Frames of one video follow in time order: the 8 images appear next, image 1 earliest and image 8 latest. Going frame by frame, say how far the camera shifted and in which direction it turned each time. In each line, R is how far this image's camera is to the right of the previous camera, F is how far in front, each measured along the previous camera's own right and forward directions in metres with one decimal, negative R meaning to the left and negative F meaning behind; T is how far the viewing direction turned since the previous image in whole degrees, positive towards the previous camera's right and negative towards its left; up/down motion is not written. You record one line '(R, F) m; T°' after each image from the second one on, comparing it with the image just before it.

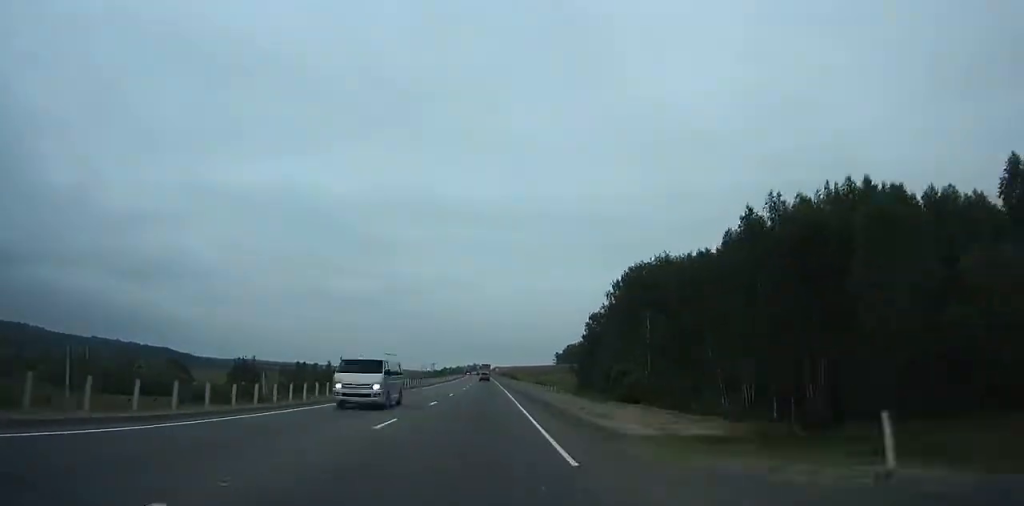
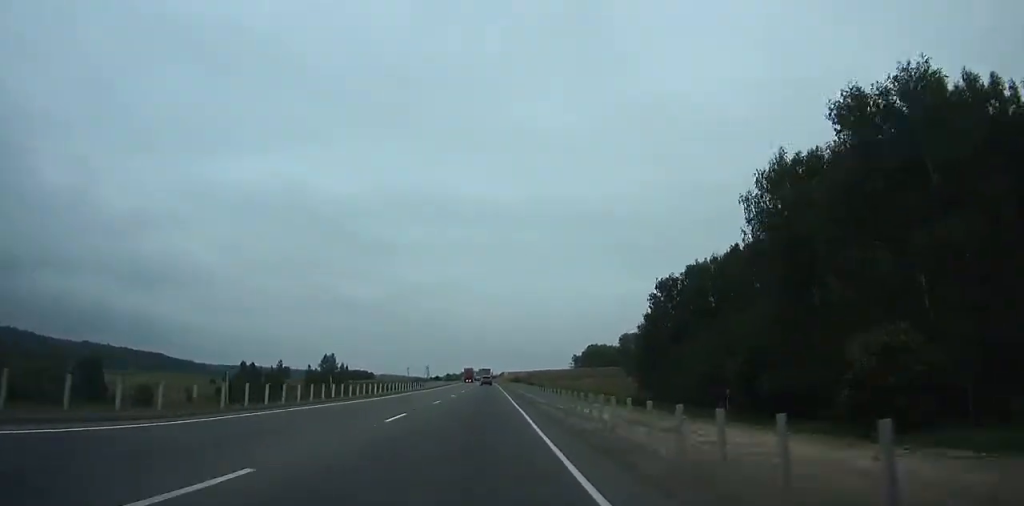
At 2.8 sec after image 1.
(-0.7, +68.9) m; -1°
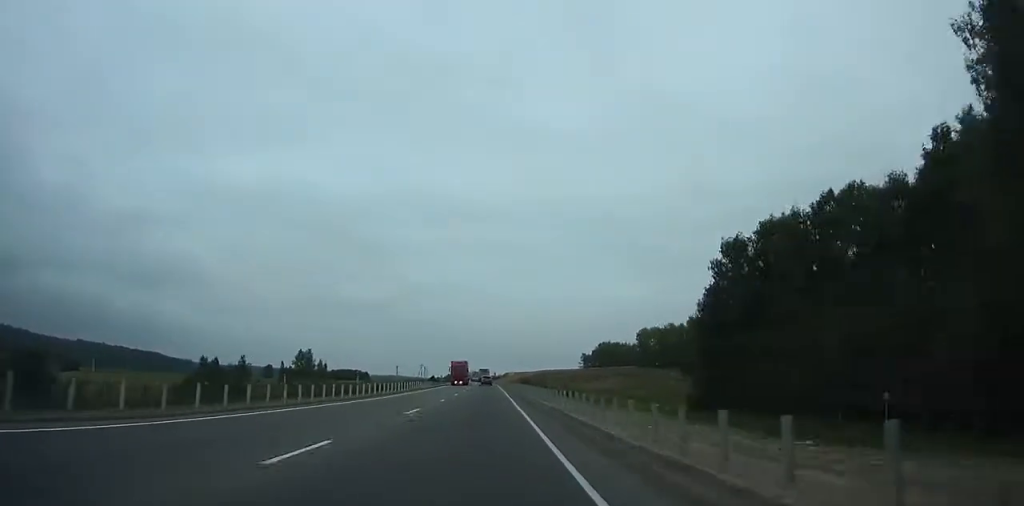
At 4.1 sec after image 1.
(-0.1, +31.9) m; 0°
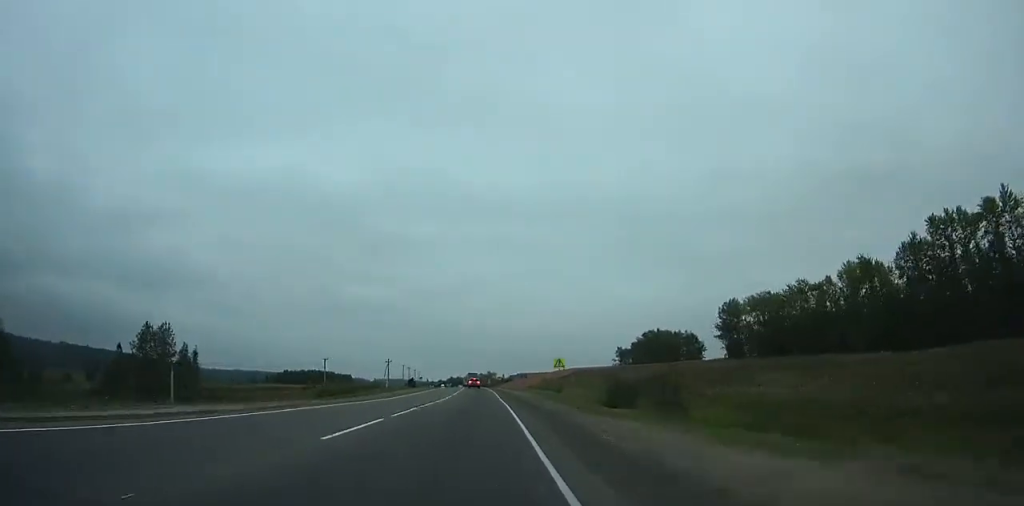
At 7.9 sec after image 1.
(-0.6, +91.0) m; -1°
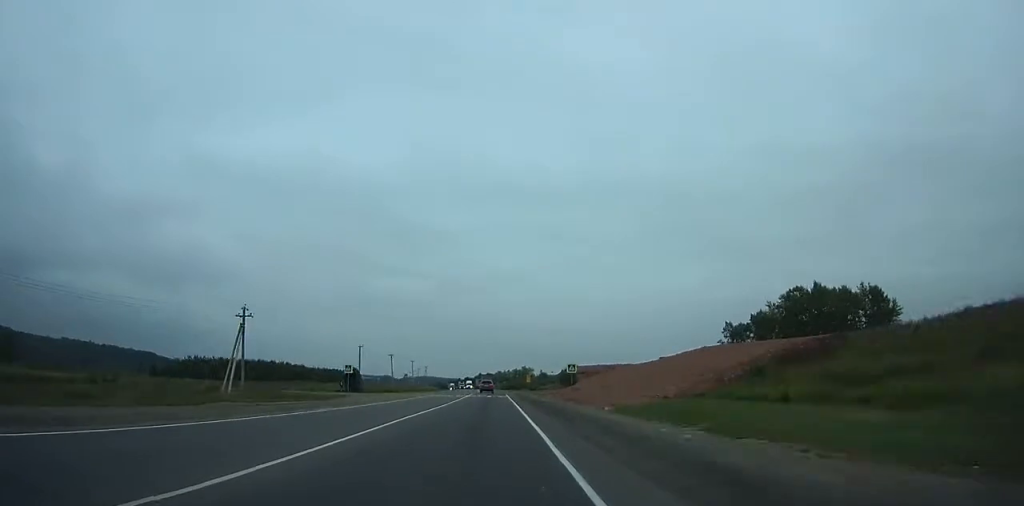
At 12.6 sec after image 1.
(-2.1, +108.8) m; -2°
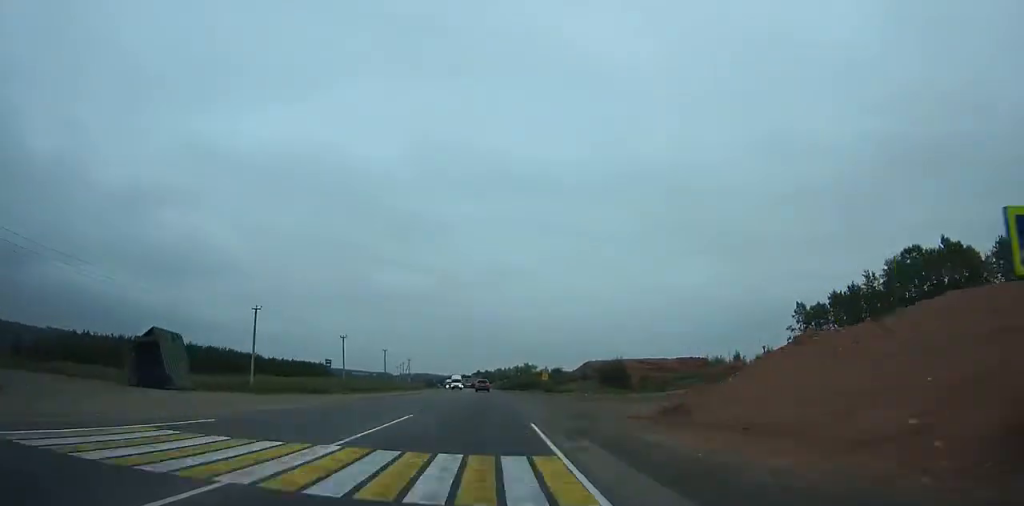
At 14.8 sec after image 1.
(-0.4, +49.5) m; -1°
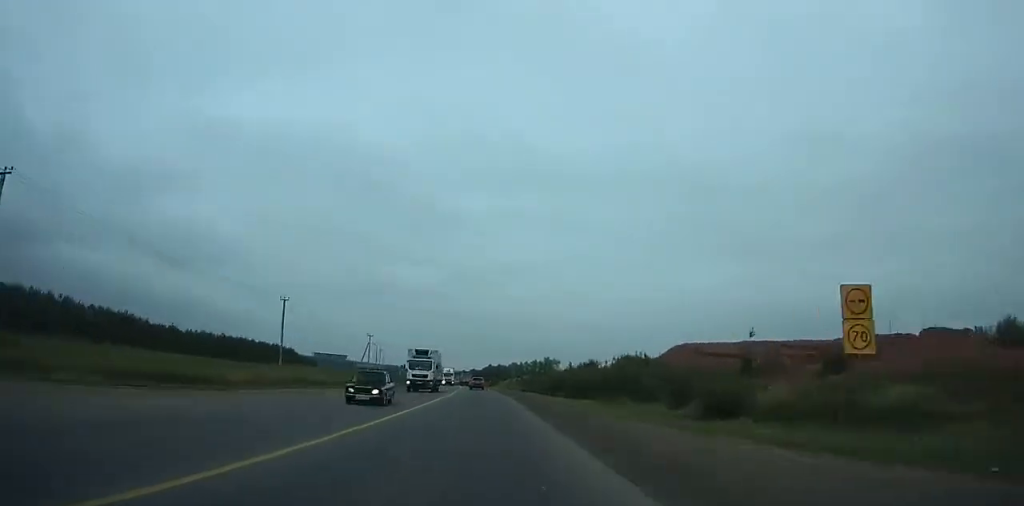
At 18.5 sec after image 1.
(-0.8, +82.8) m; -1°
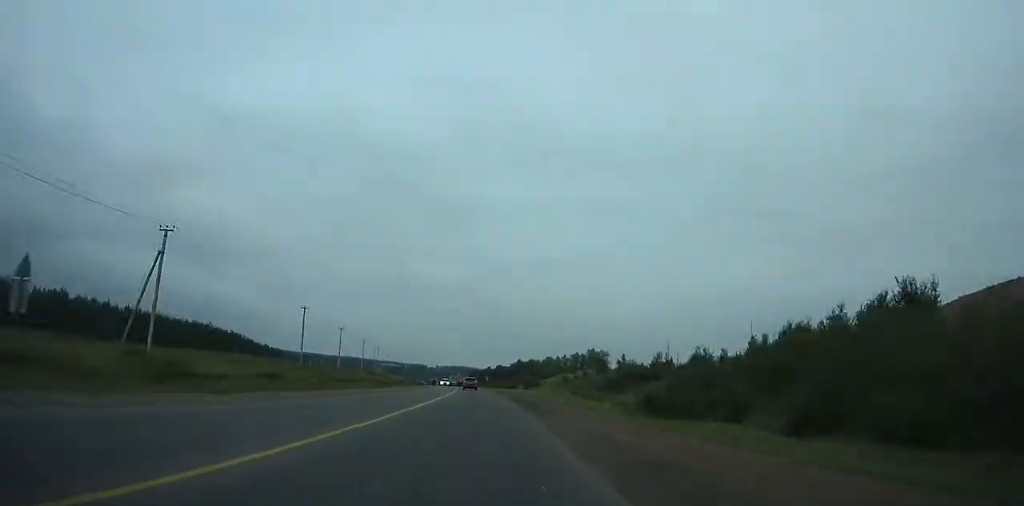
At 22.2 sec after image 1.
(-1.2, +82.9) m; -3°
